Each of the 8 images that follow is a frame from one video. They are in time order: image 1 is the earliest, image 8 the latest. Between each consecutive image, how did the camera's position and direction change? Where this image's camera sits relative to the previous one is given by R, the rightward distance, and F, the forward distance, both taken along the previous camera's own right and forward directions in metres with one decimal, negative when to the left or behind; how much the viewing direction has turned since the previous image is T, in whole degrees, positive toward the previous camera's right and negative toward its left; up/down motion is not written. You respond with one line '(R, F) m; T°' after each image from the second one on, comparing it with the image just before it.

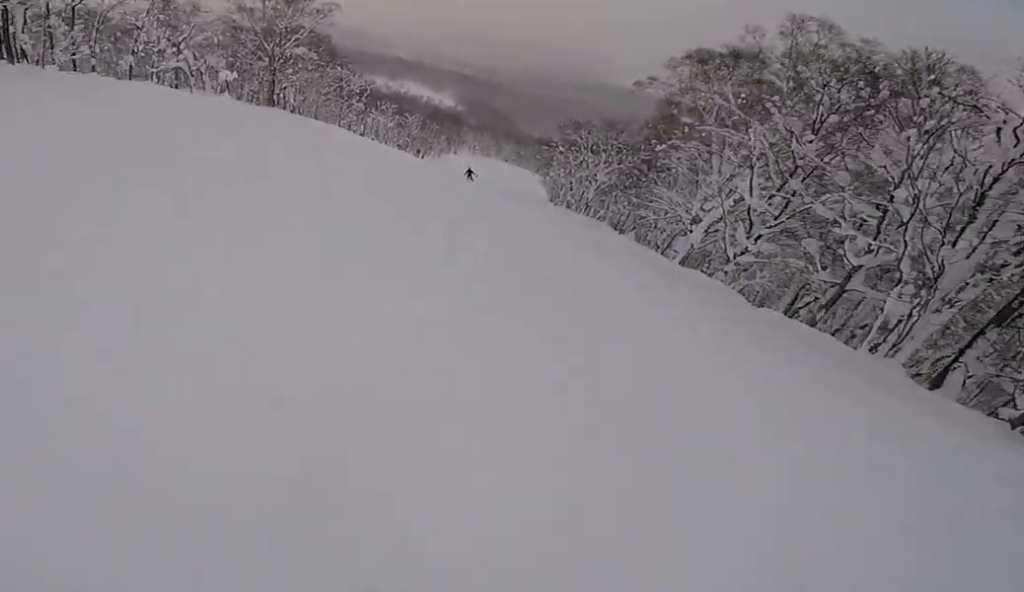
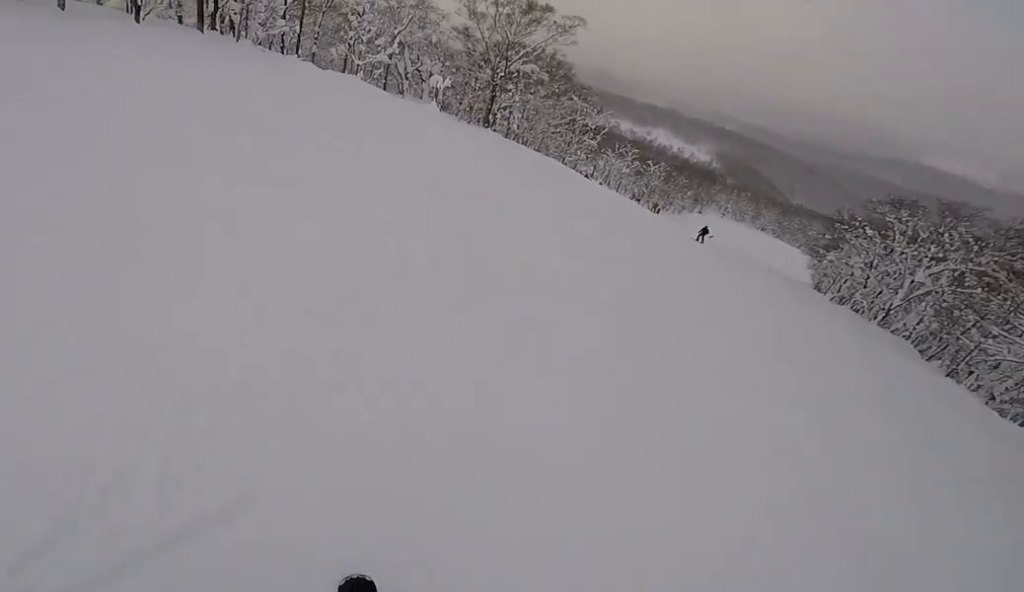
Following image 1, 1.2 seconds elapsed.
(-2.2, +8.7) m; -23°
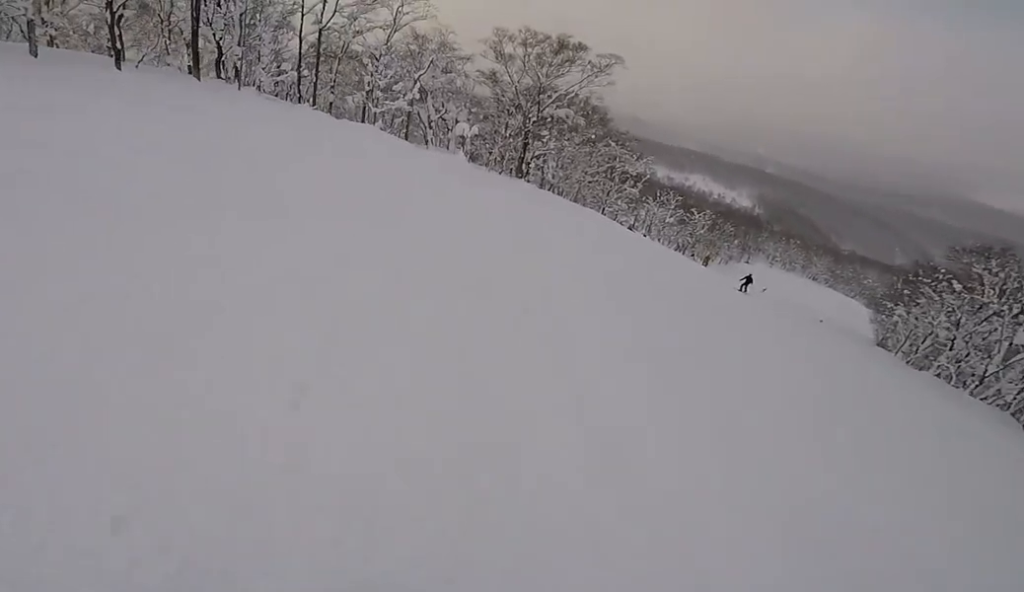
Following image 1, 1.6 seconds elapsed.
(-0.4, +3.3) m; -7°
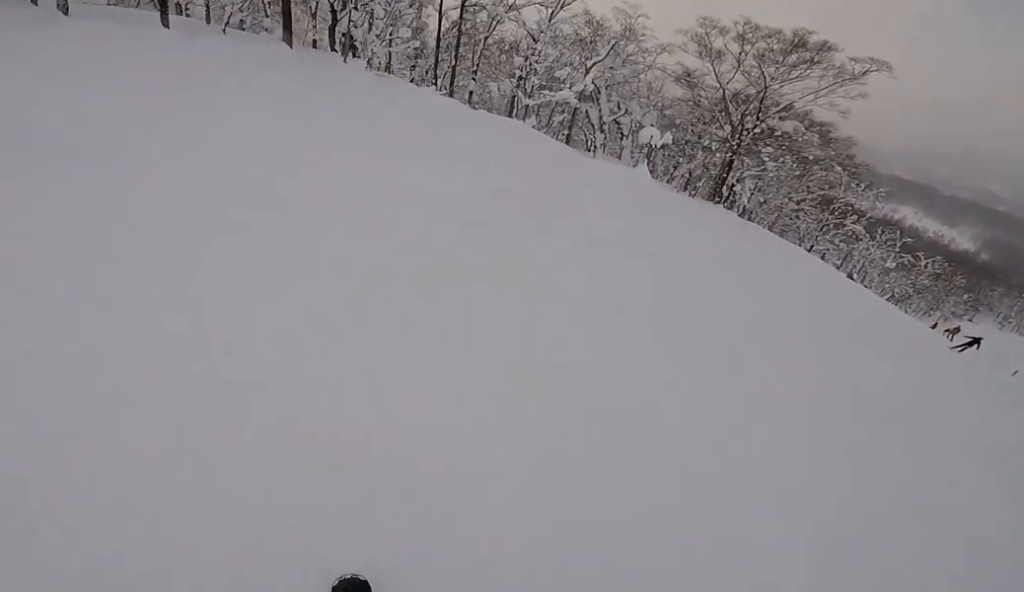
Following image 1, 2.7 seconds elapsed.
(-0.5, +7.8) m; -3°
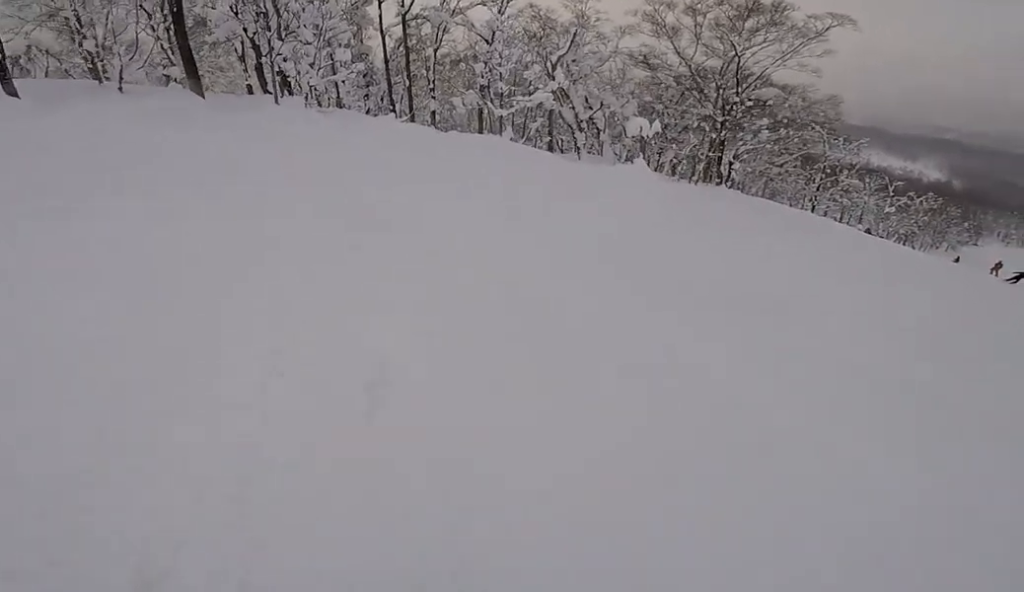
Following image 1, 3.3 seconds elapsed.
(+0.1, +4.4) m; +13°
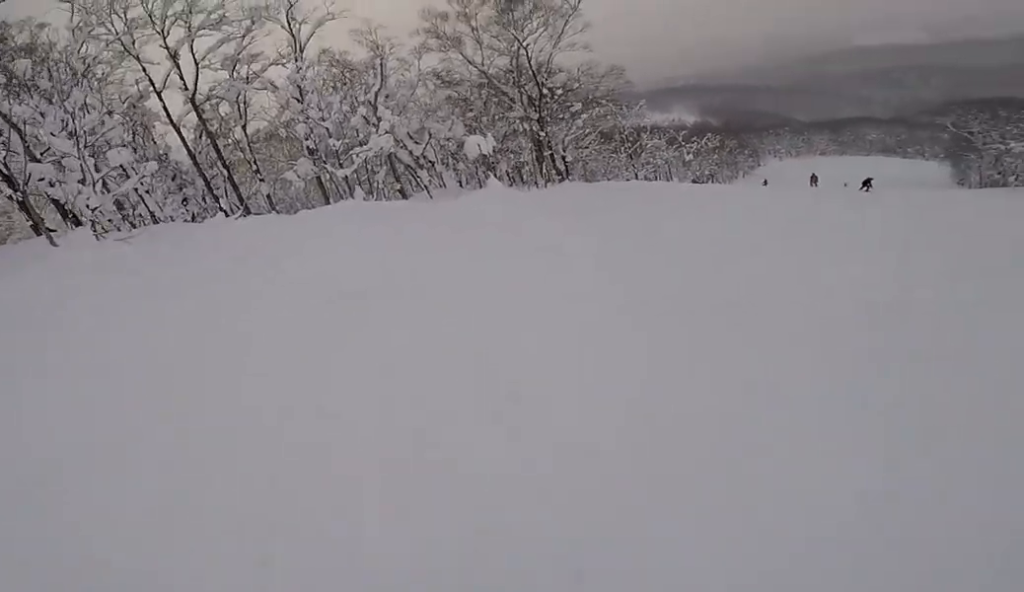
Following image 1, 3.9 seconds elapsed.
(-0.1, +3.9) m; +17°
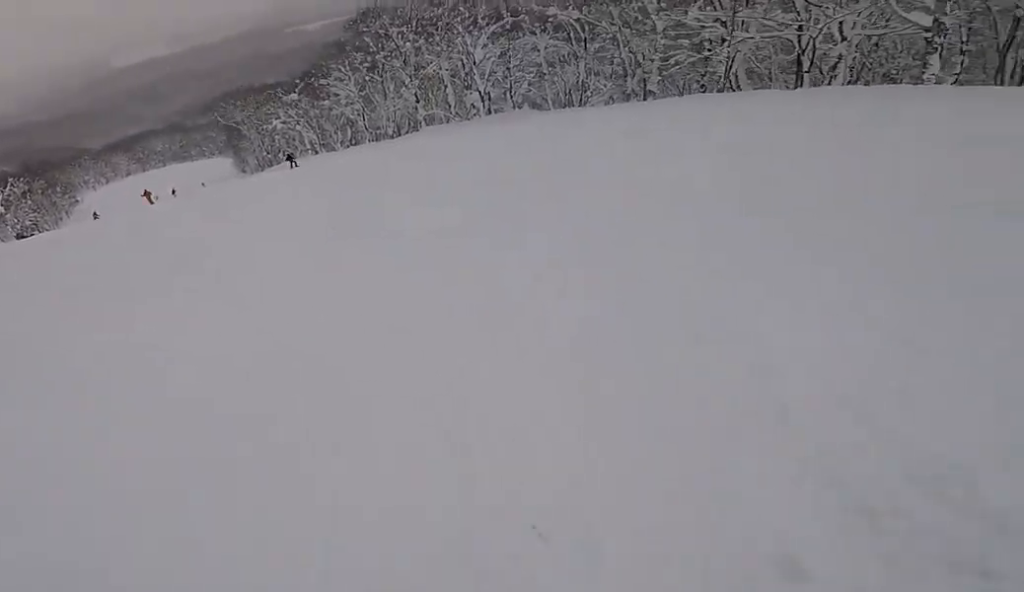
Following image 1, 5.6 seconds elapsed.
(+6.5, +8.5) m; +61°
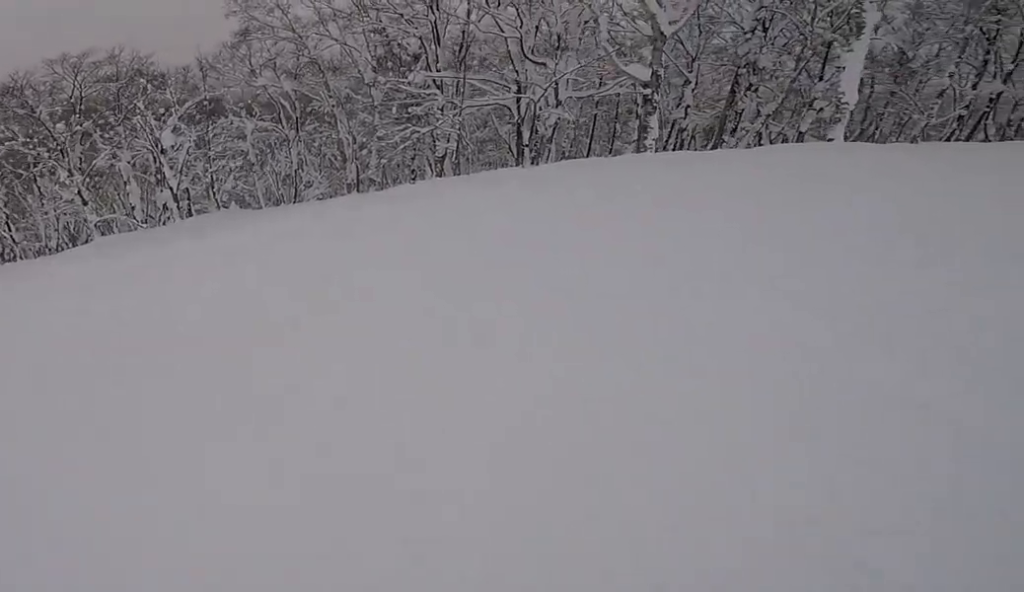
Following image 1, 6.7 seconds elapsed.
(+1.4, +8.1) m; +13°
